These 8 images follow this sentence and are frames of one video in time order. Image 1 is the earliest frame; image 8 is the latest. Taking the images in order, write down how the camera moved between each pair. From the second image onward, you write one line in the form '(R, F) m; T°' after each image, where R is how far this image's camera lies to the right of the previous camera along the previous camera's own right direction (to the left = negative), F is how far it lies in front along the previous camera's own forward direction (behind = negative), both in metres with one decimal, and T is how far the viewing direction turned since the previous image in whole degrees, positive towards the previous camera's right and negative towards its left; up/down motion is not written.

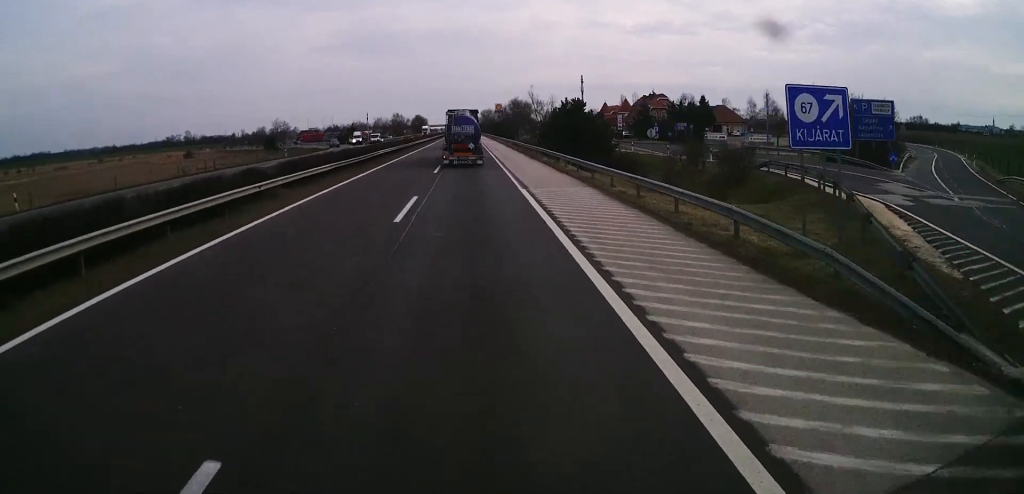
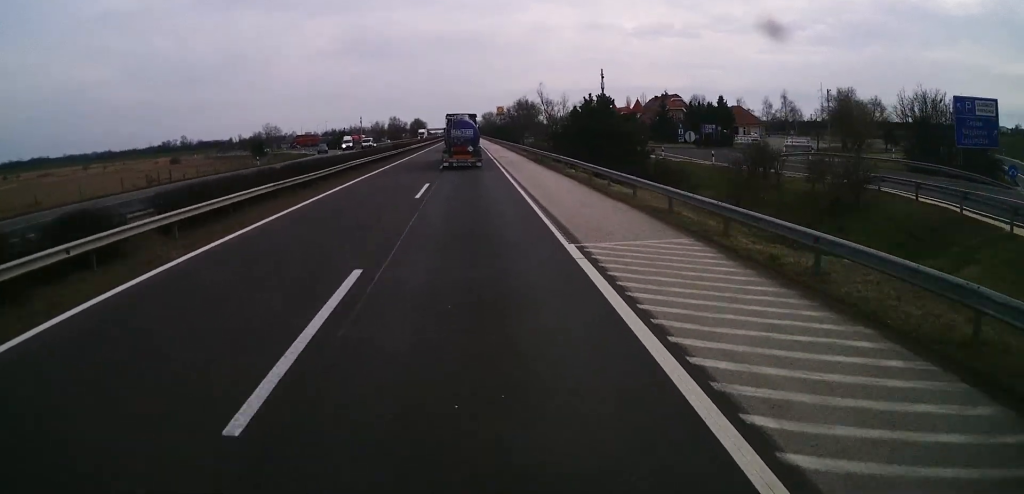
(-0.1, +12.1) m; 0°
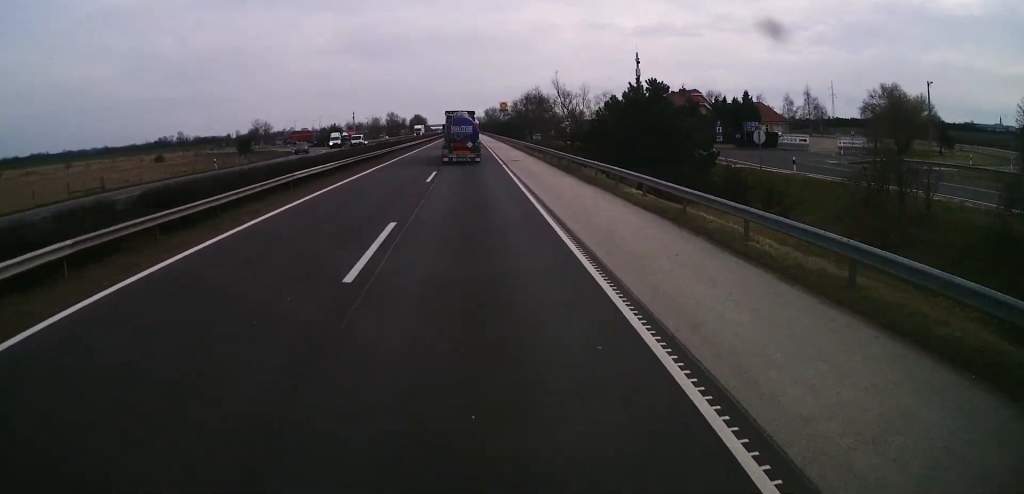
(-0.2, +13.7) m; 0°
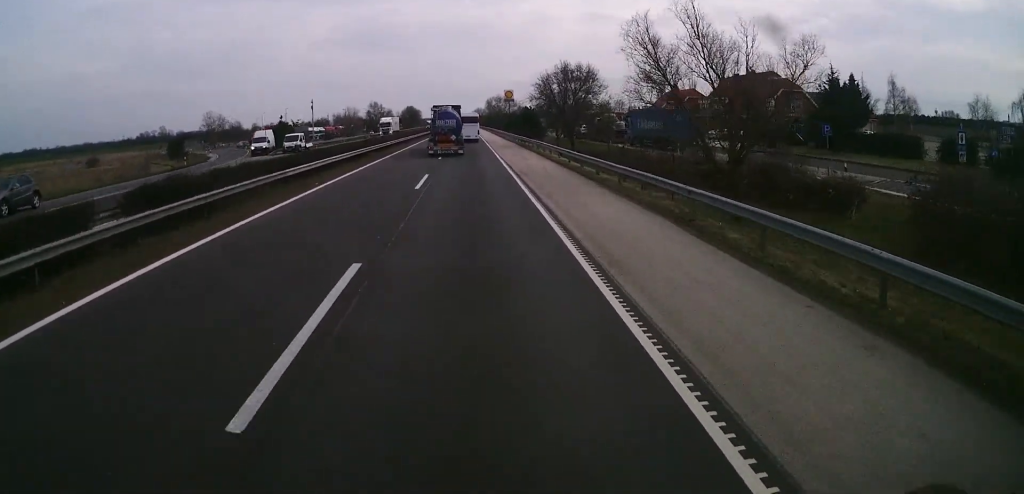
(+0.6, +41.8) m; 0°
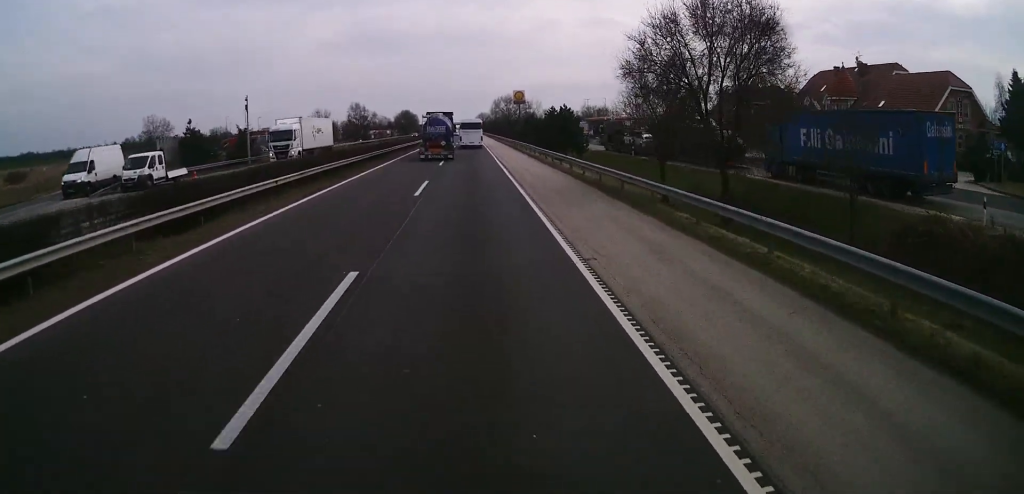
(-0.2, +36.4) m; 0°
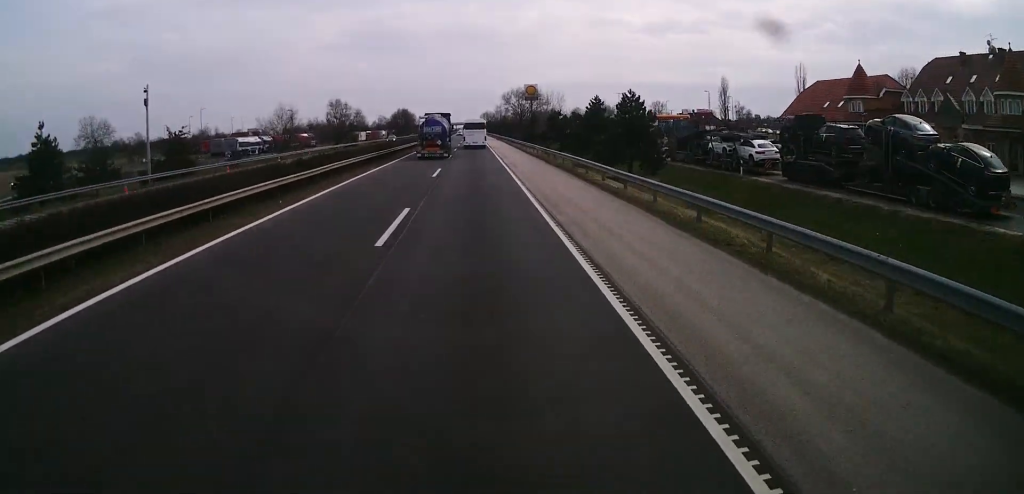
(0.0, +27.8) m; 0°
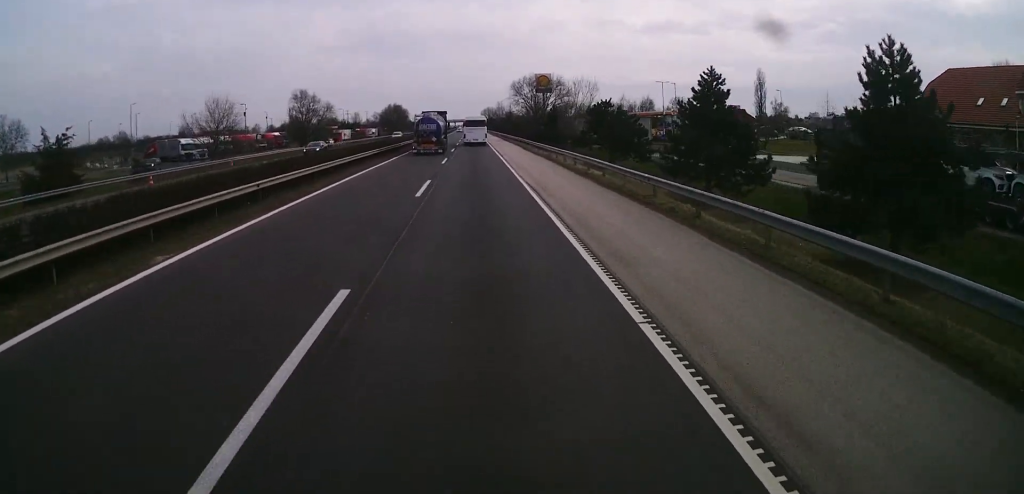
(-0.2, +27.7) m; 0°
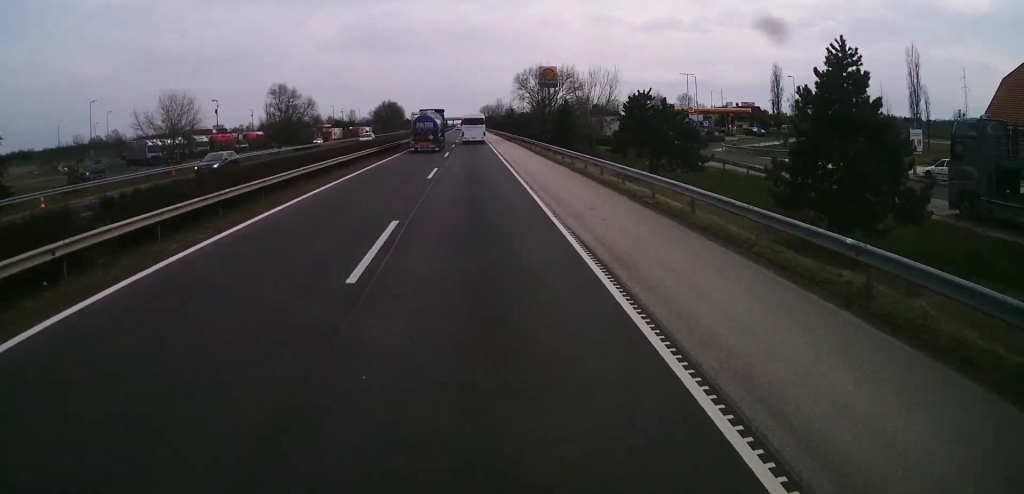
(-0.1, +11.5) m; 0°
